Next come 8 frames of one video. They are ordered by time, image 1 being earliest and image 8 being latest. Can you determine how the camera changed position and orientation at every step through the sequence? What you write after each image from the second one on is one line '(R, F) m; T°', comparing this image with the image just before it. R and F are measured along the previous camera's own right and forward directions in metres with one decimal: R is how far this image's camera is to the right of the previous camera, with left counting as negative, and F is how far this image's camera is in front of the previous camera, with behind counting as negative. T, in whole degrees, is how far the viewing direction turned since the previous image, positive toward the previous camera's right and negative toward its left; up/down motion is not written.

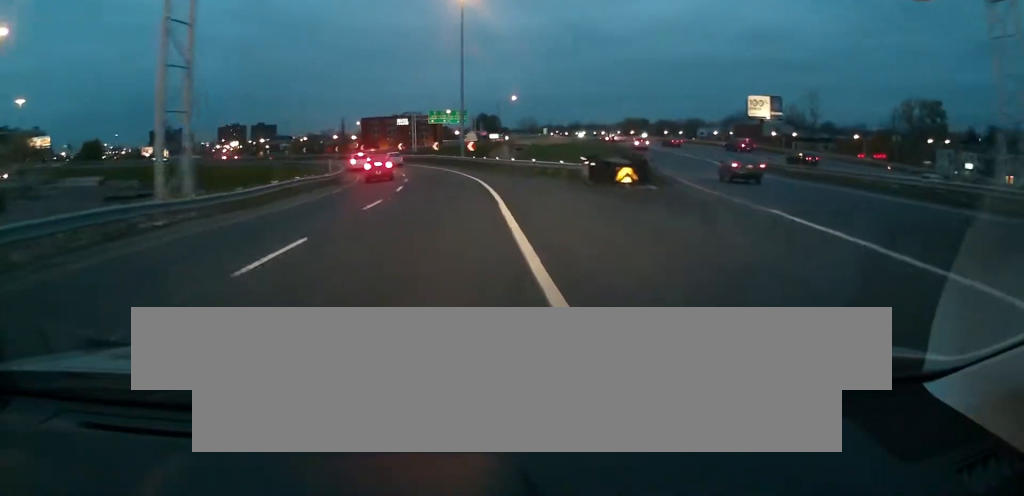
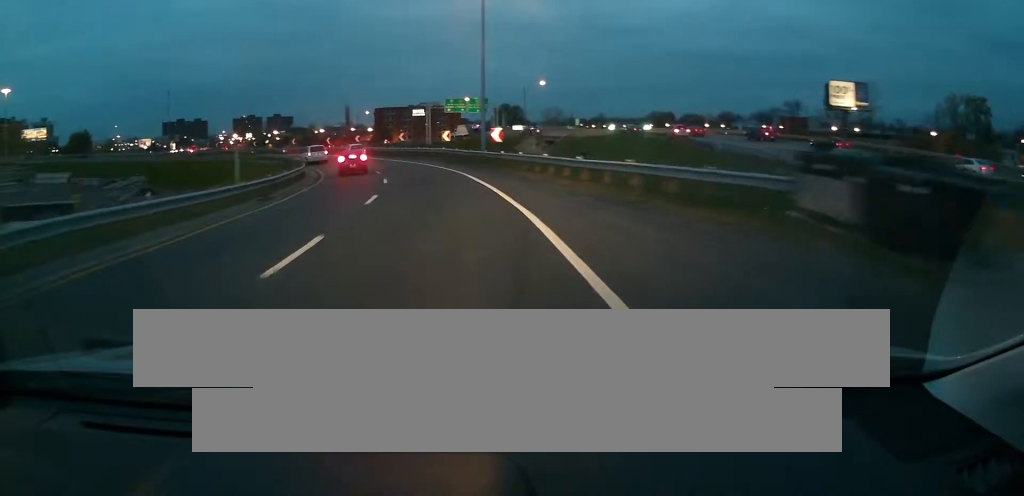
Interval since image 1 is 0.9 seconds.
(+0.2, +18.5) m; +2°
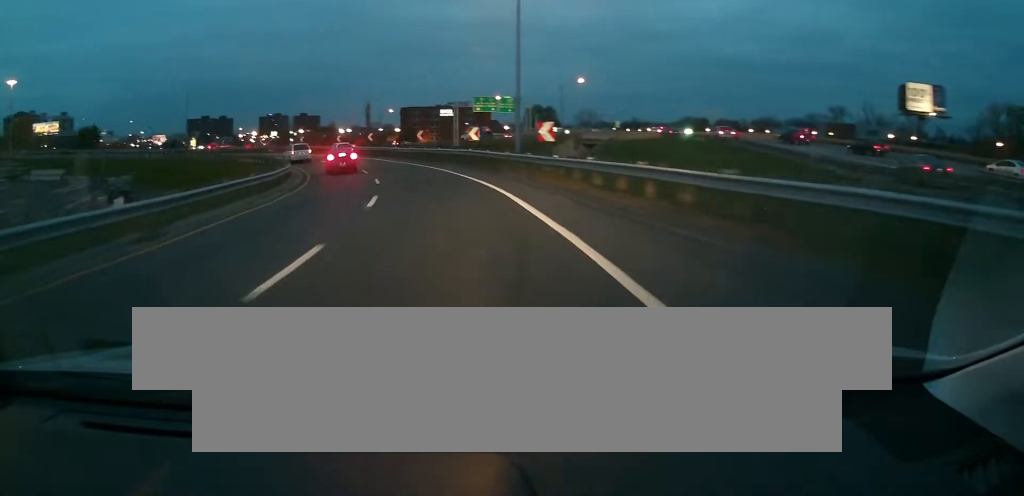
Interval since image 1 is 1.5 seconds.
(+0.2, +10.5) m; +1°
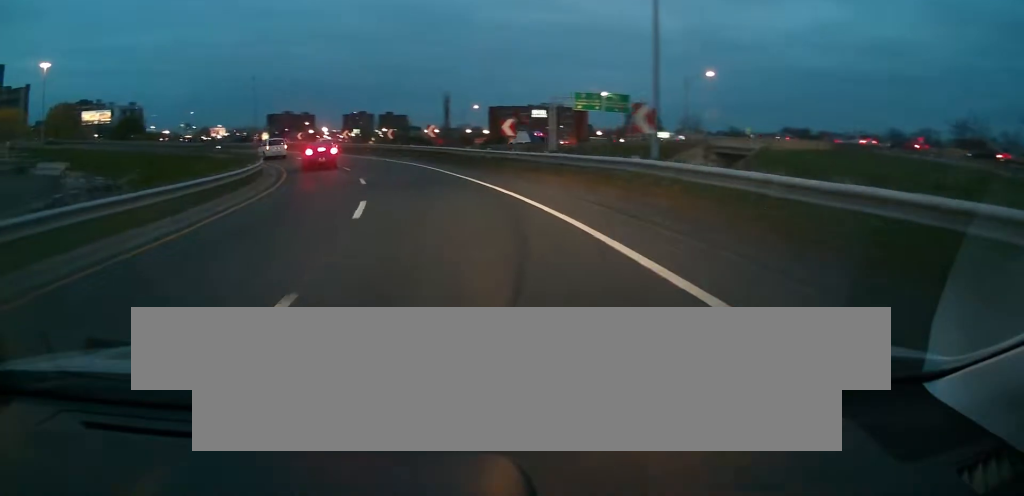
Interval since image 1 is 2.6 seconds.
(-0.1, +22.2) m; -4°
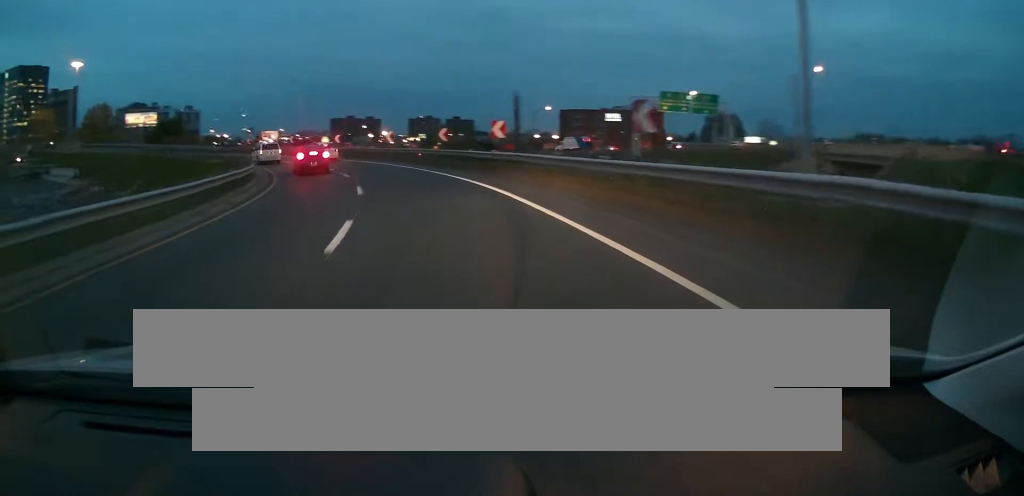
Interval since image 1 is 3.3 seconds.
(-0.7, +12.9) m; -6°
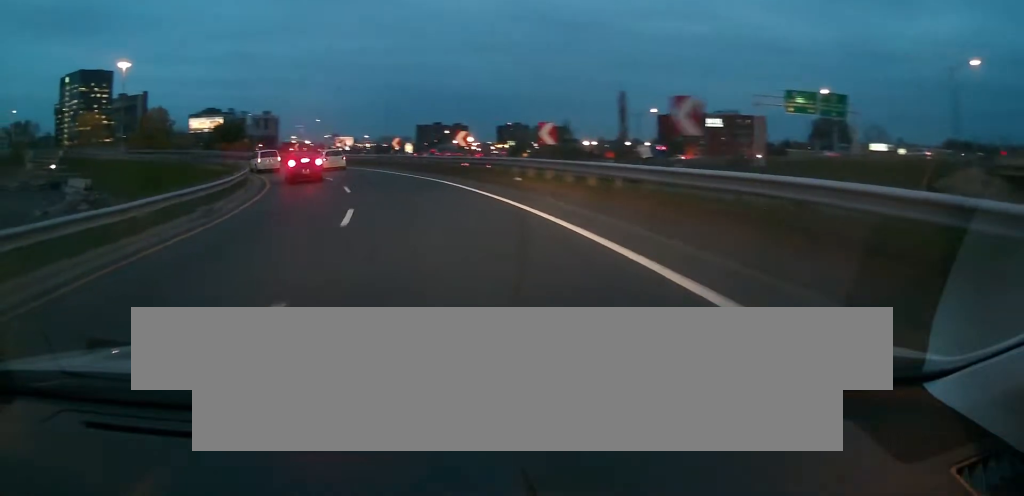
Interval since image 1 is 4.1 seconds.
(-1.1, +15.3) m; -5°
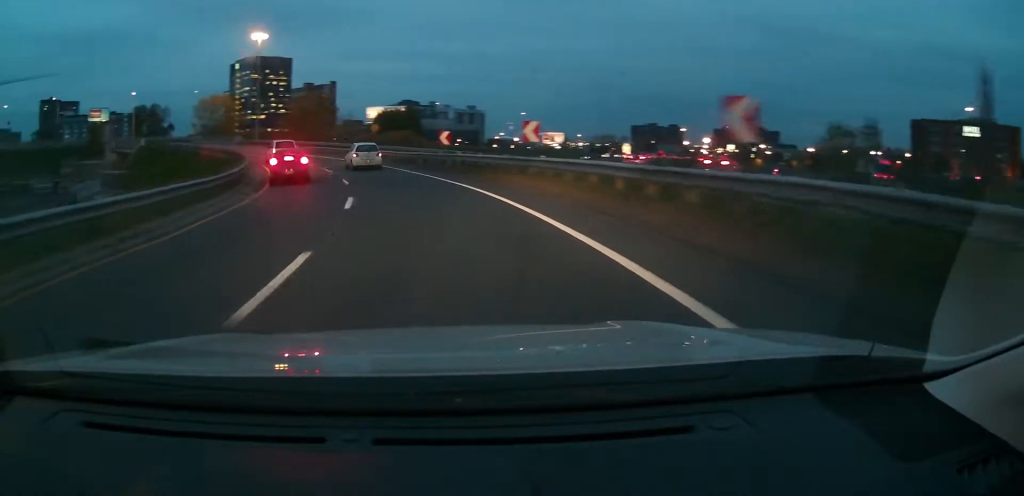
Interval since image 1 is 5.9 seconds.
(-3.3, +35.3) m; -15°
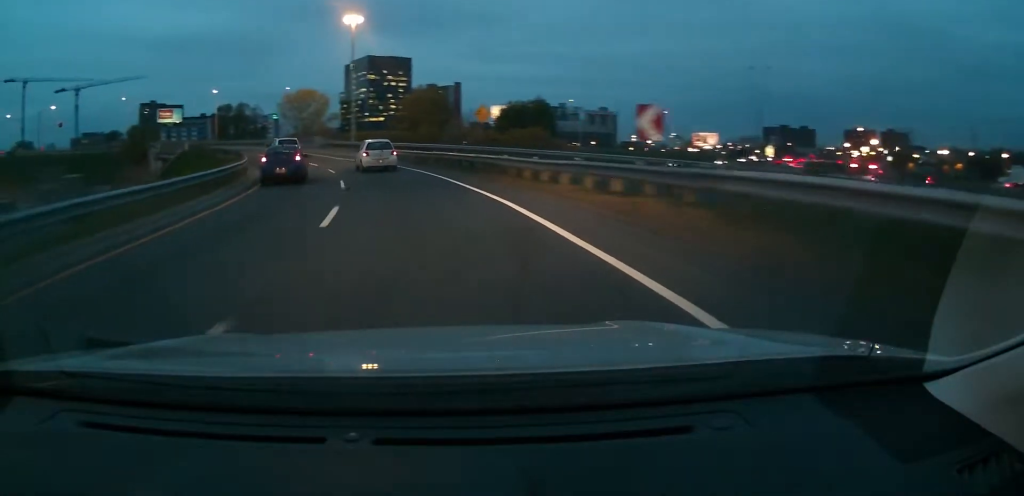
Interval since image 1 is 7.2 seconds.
(-3.7, +22.7) m; -15°
